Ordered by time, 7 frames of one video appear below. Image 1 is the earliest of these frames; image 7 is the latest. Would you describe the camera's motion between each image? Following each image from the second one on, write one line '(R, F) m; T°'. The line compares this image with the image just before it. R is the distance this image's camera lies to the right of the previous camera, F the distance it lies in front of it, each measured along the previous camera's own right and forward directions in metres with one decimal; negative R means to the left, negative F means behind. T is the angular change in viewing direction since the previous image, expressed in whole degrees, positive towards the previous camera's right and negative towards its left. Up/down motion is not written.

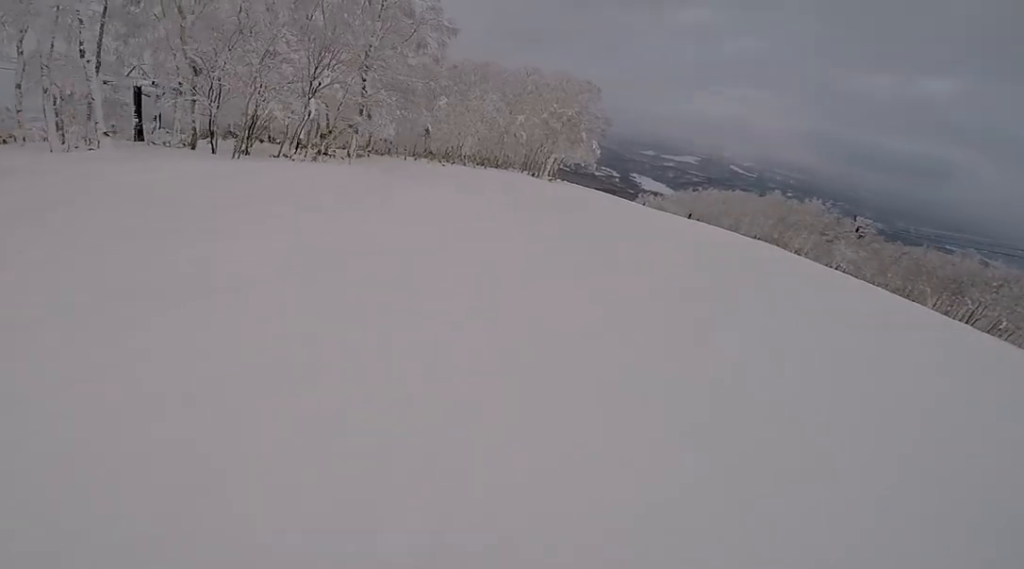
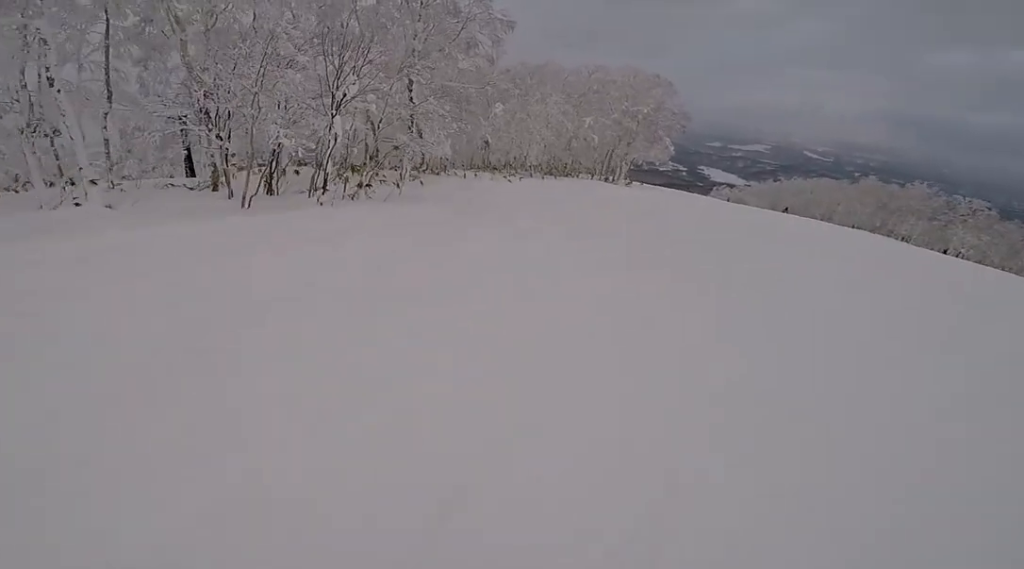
(-0.5, +3.6) m; -4°
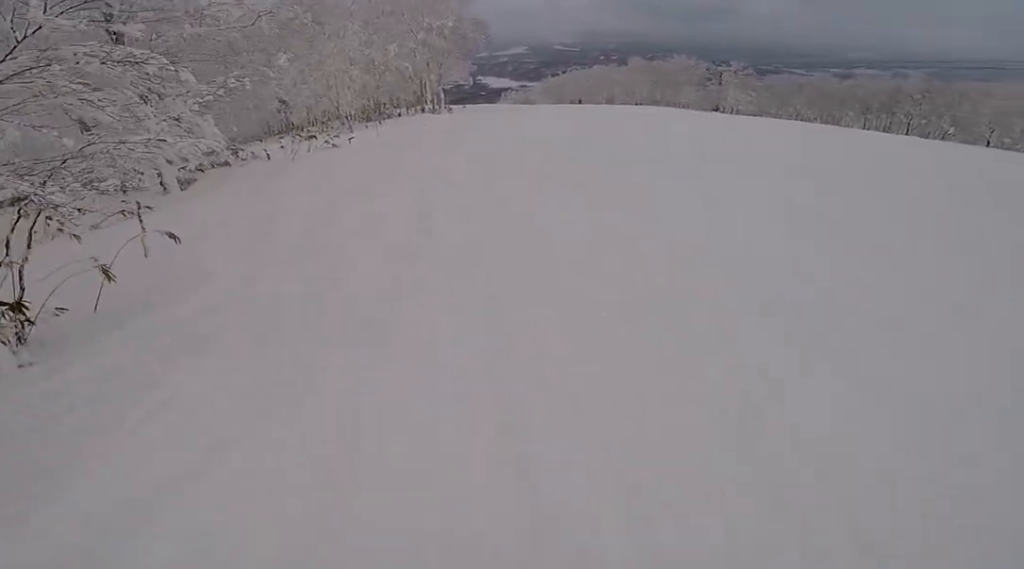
(+1.5, +8.1) m; +32°
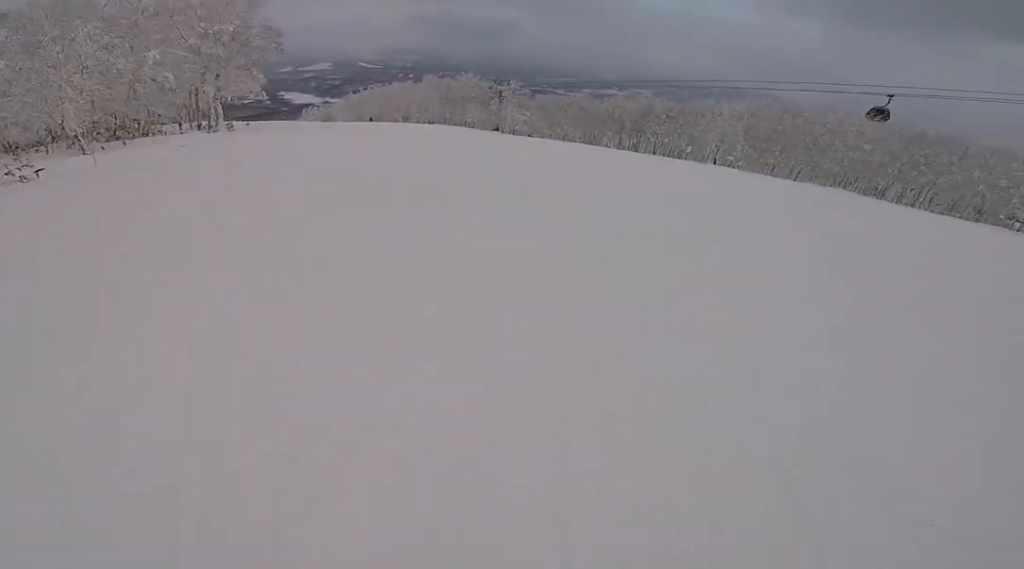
(+0.9, +4.1) m; +6°
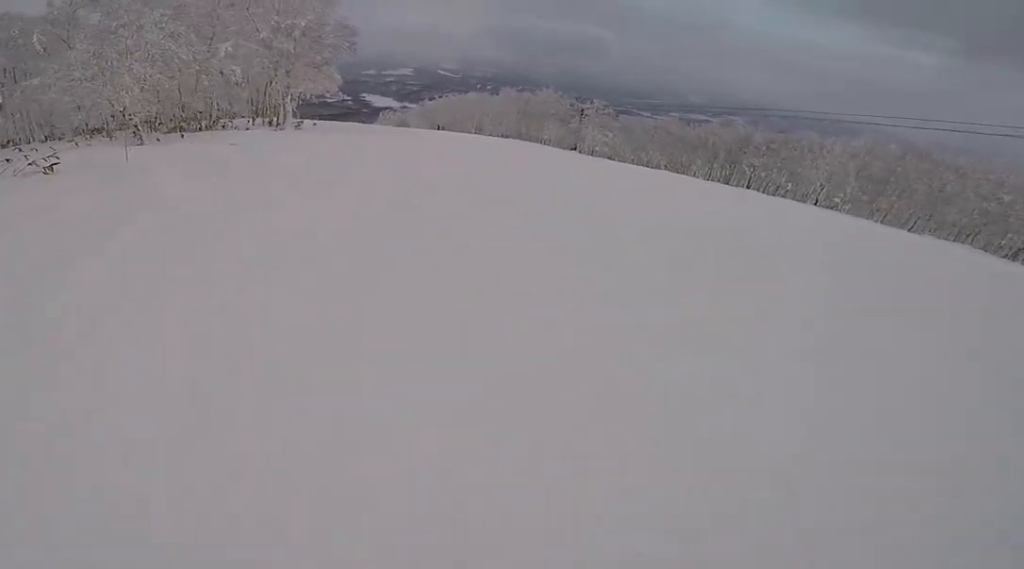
(-0.2, +2.5) m; -7°
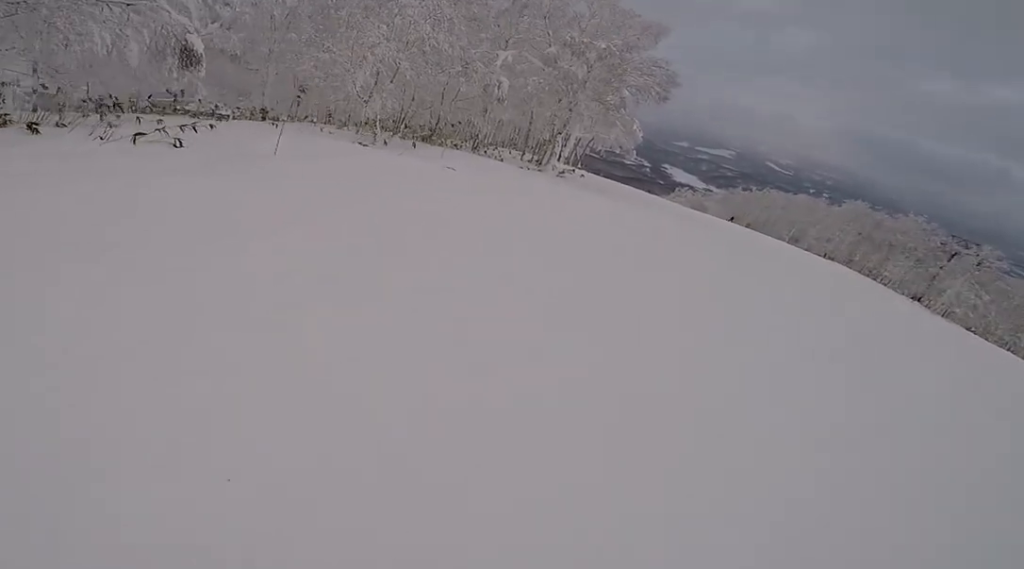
(-1.0, +6.3) m; -23°
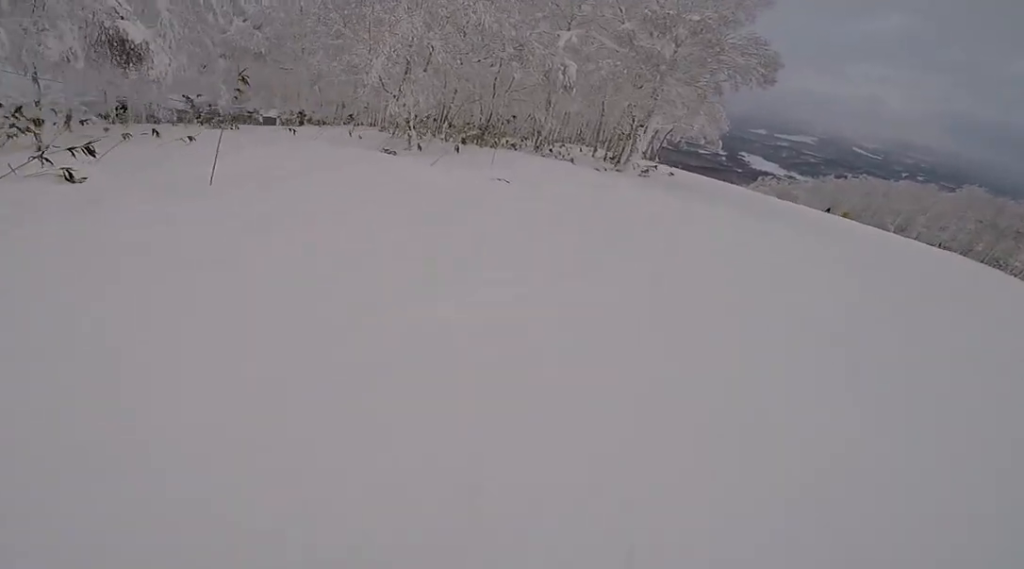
(-0.7, +3.9) m; 0°
